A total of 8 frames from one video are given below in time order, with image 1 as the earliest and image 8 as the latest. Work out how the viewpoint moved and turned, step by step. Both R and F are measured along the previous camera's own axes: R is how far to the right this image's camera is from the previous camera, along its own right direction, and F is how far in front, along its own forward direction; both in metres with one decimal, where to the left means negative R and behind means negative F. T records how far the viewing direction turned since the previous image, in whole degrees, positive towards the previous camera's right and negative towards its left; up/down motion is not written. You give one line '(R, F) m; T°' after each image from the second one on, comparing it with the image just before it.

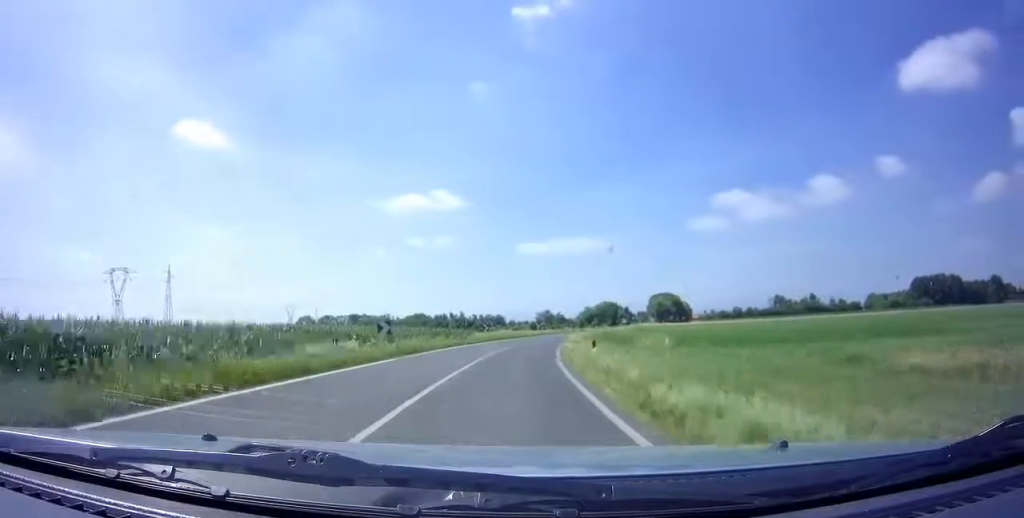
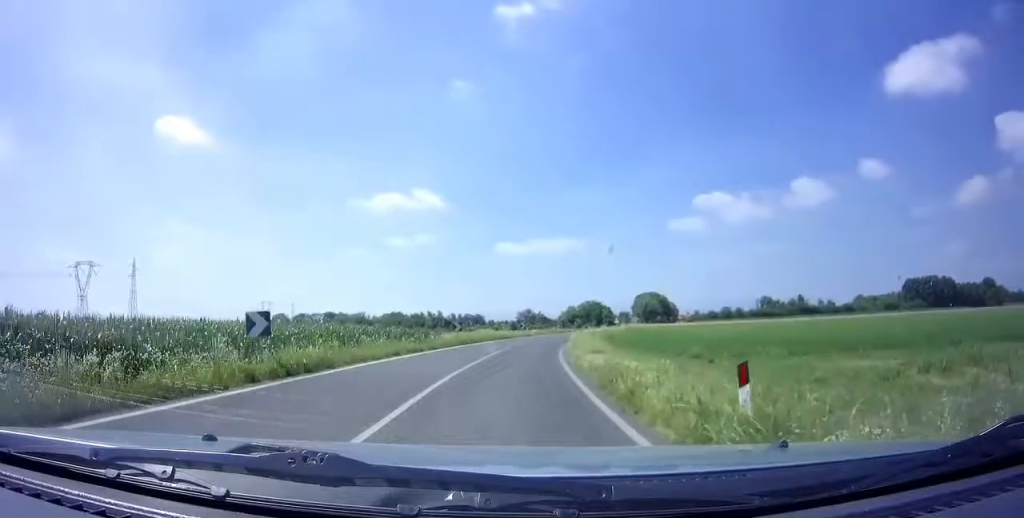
(+0.2, +11.0) m; +3°
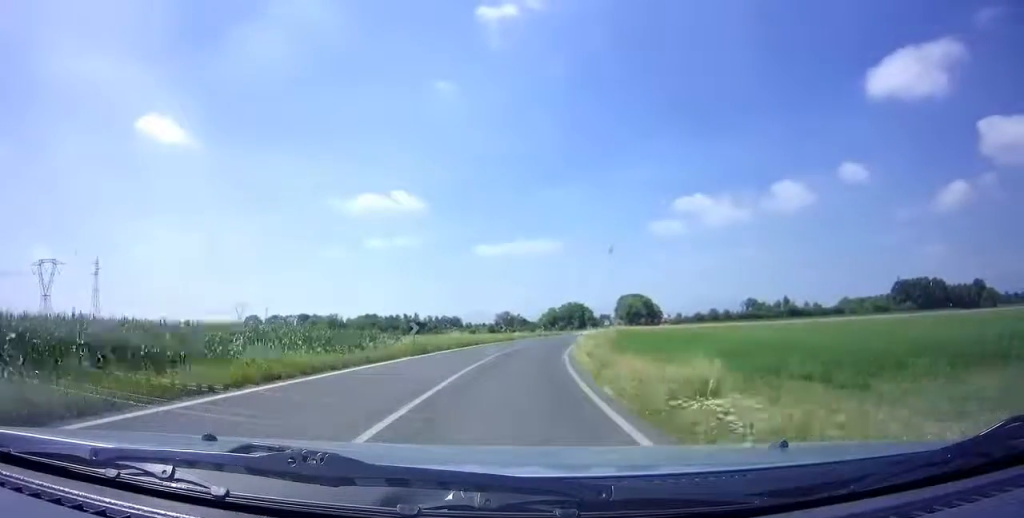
(-0.1, +10.4) m; +3°
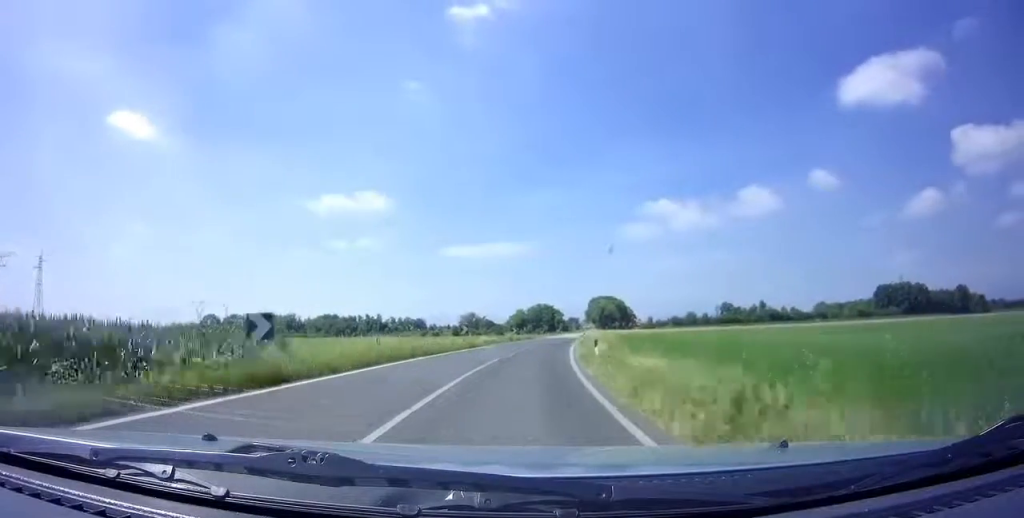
(+0.9, +14.8) m; +4°
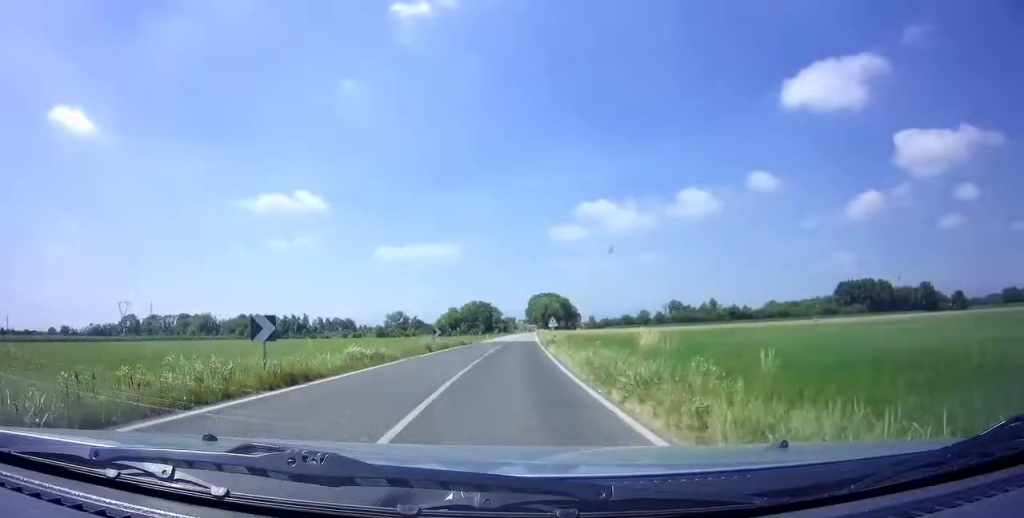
(+1.2, +24.2) m; +4°
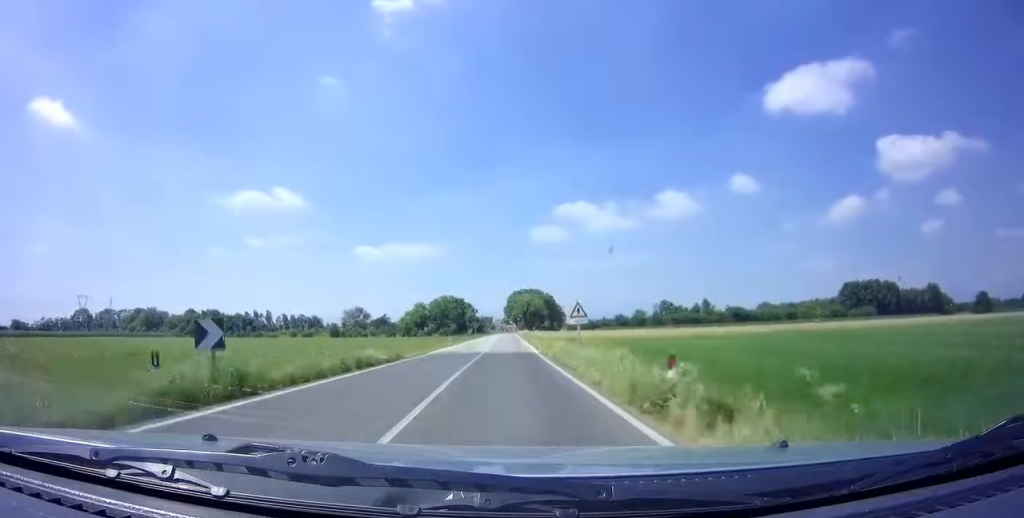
(+0.6, +27.4) m; +2°
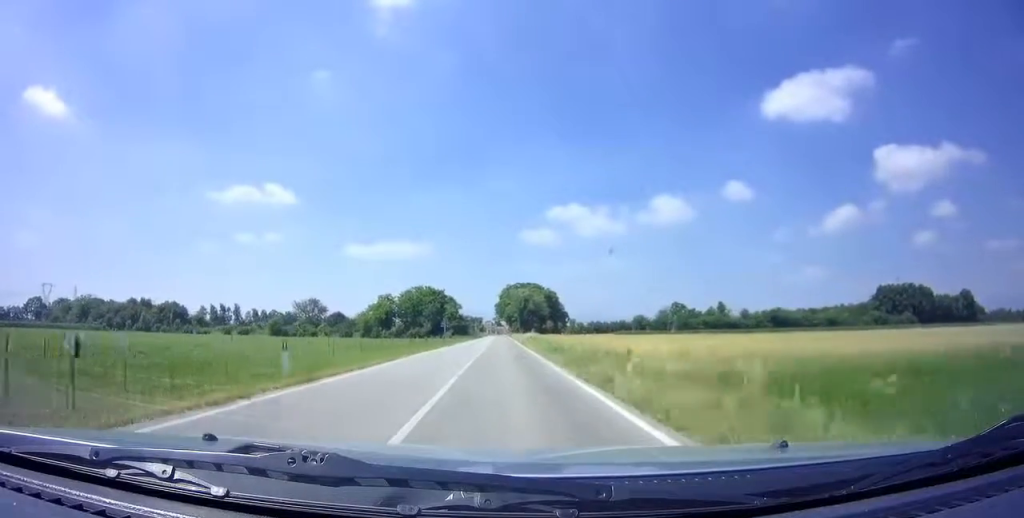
(+0.3, +37.3) m; +1°
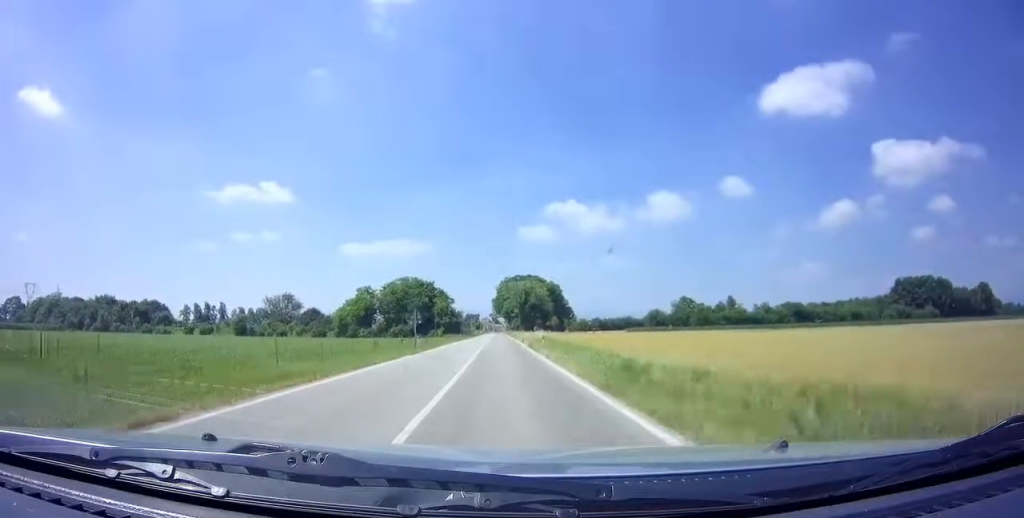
(0.0, +16.7) m; 0°
